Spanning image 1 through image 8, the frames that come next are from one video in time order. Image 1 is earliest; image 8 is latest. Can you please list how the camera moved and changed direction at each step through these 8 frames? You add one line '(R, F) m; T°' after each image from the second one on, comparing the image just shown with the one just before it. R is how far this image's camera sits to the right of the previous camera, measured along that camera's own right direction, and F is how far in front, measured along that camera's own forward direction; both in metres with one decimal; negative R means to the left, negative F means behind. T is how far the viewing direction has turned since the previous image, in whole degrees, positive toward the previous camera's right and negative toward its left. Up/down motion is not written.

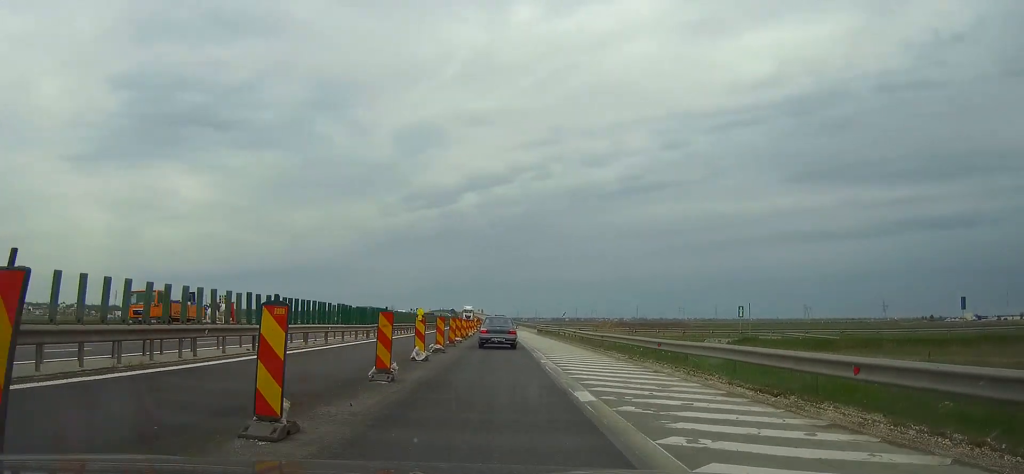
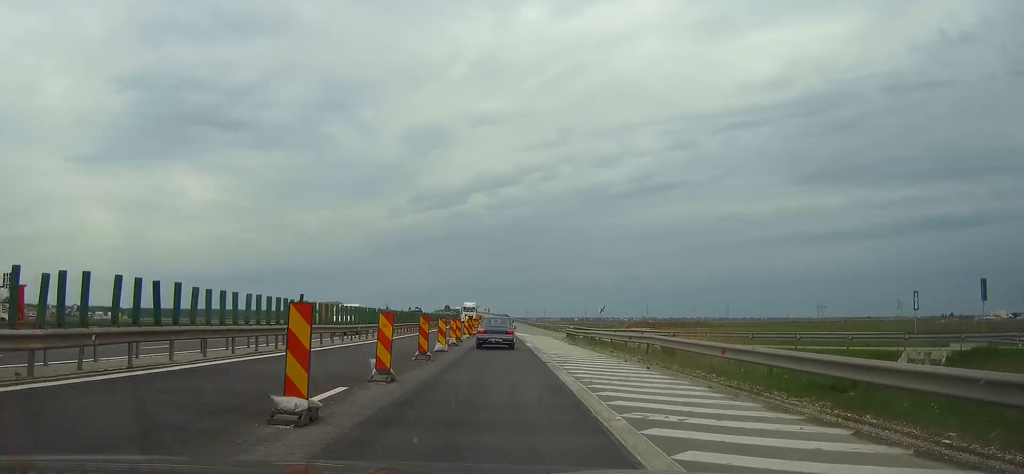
(-0.3, +29.6) m; -1°
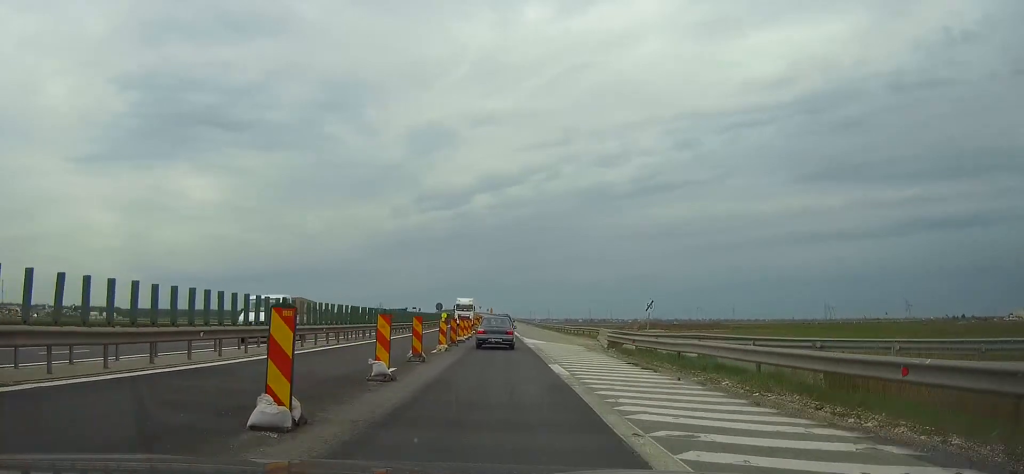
(-0.1, +19.2) m; 0°
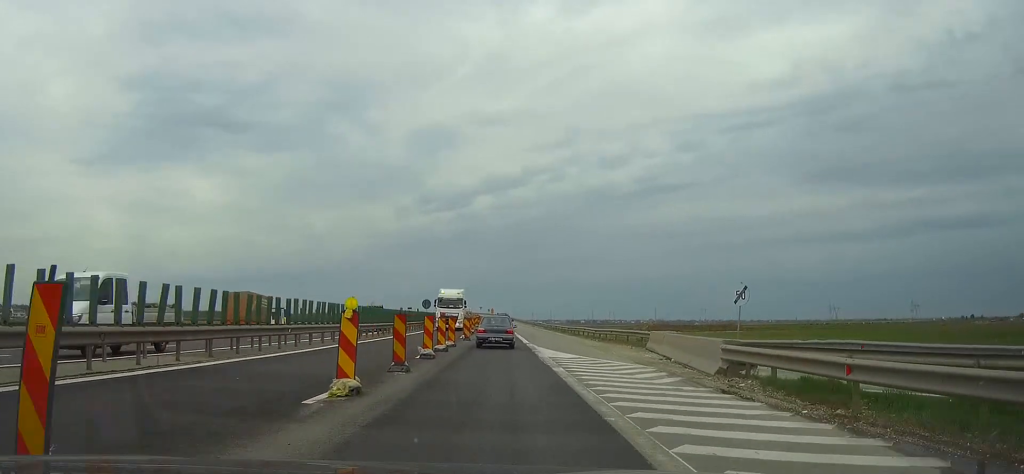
(-0.1, +16.8) m; 0°
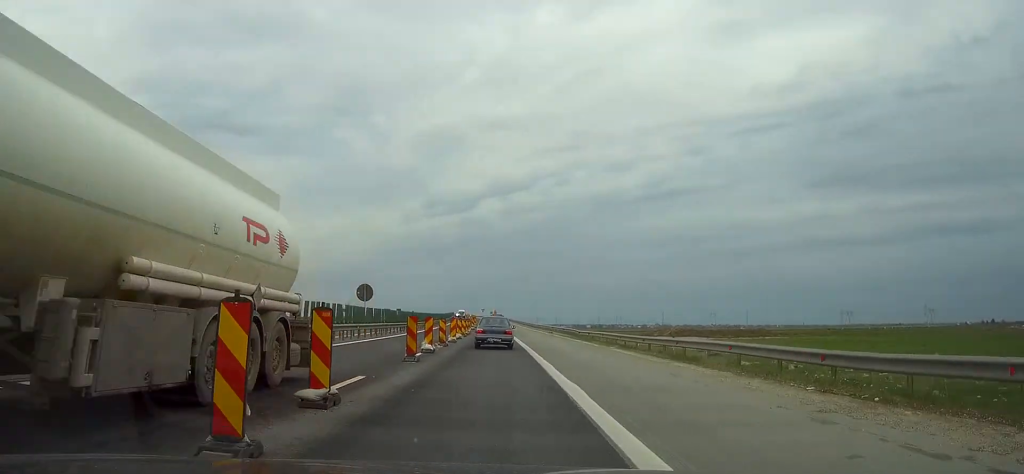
(0.0, +35.2) m; 0°
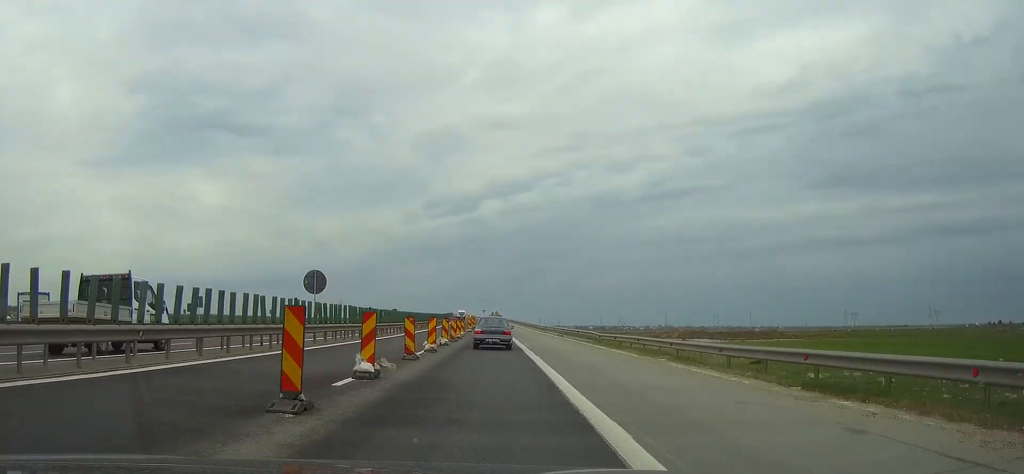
(0.0, +11.2) m; 0°
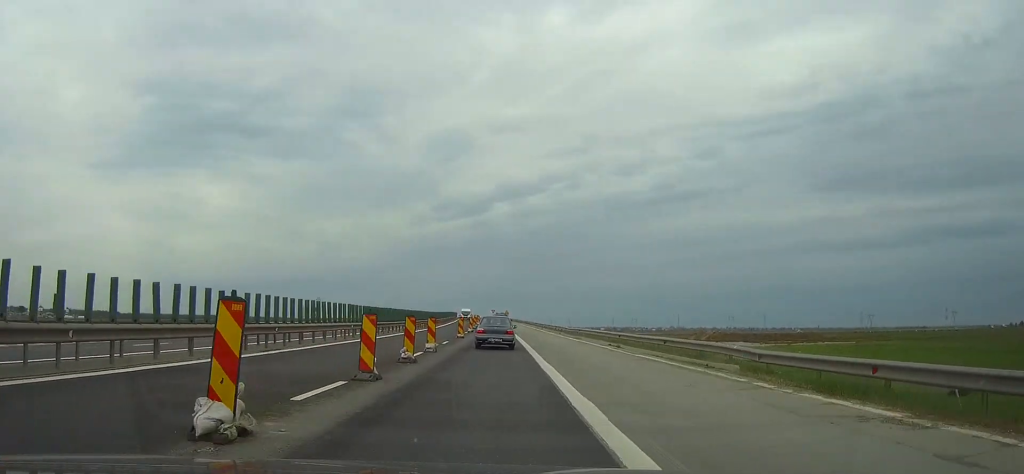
(-0.3, +26.8) m; -1°
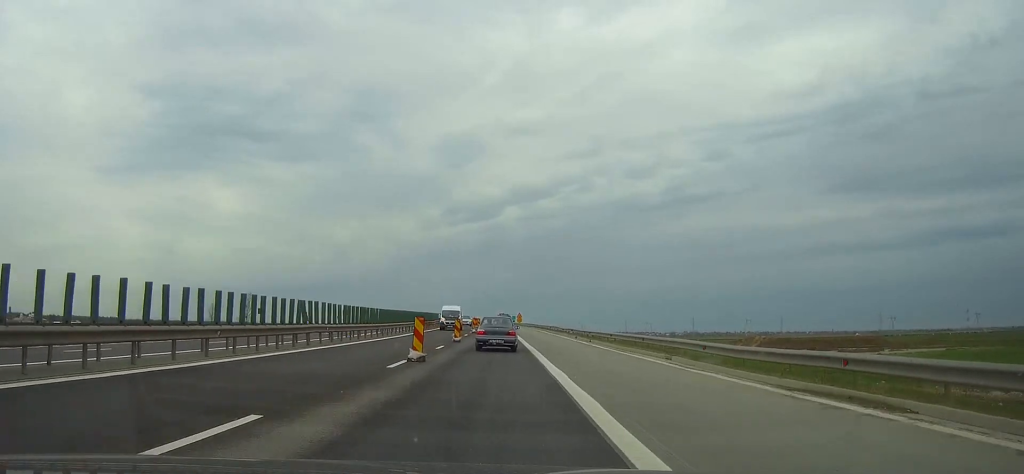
(-0.4, +41.2) m; -1°
